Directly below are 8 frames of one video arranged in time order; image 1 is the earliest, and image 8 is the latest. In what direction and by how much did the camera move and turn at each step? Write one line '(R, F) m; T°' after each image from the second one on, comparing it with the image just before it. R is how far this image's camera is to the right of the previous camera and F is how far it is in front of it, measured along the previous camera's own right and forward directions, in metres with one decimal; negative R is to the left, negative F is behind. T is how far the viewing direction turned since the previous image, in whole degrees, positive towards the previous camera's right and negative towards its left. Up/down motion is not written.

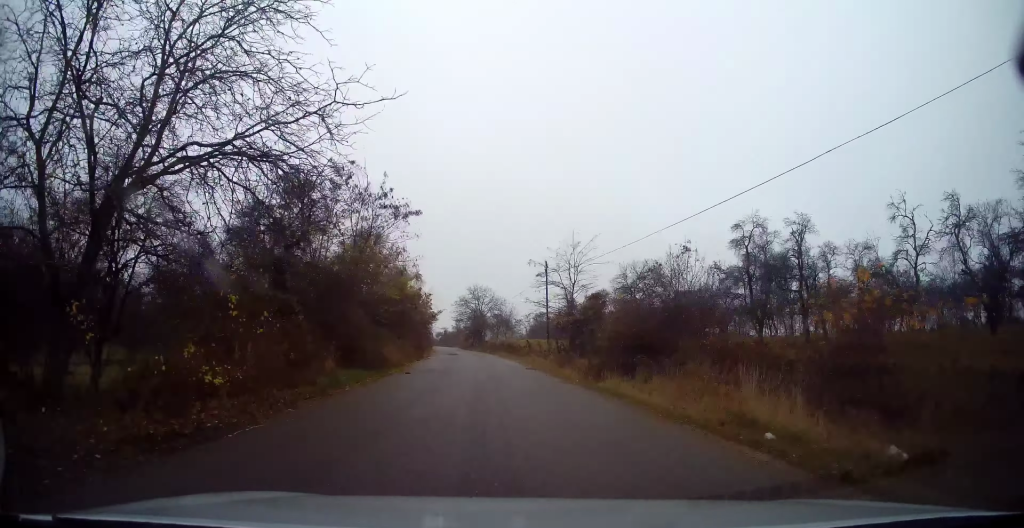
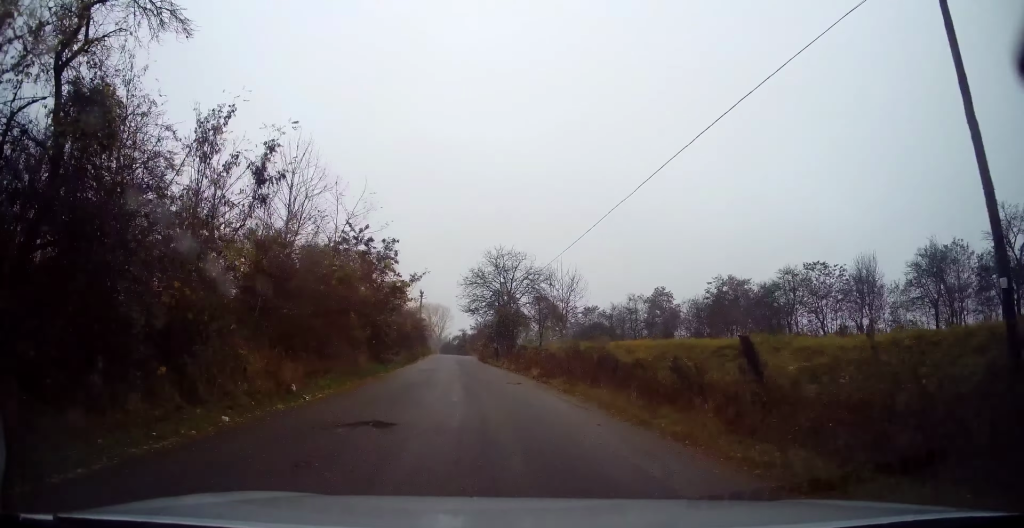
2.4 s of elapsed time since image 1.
(-1.3, +36.6) m; -4°
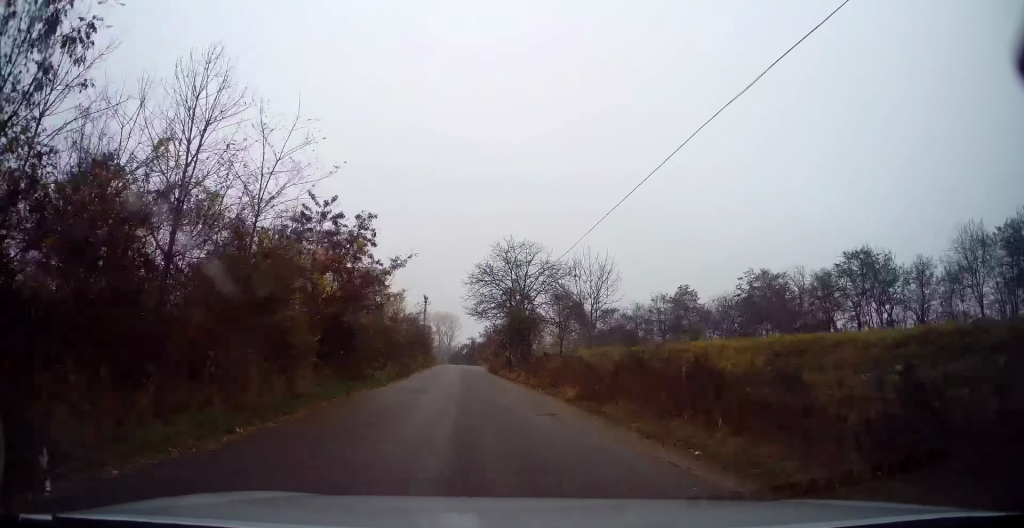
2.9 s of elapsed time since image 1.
(+0.1, +7.1) m; -1°
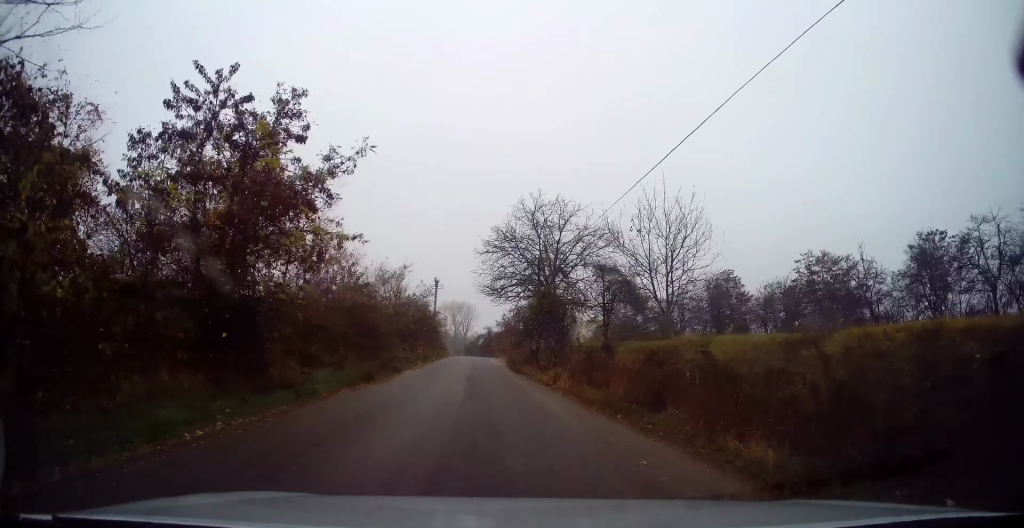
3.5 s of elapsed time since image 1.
(-0.1, +9.7) m; -1°
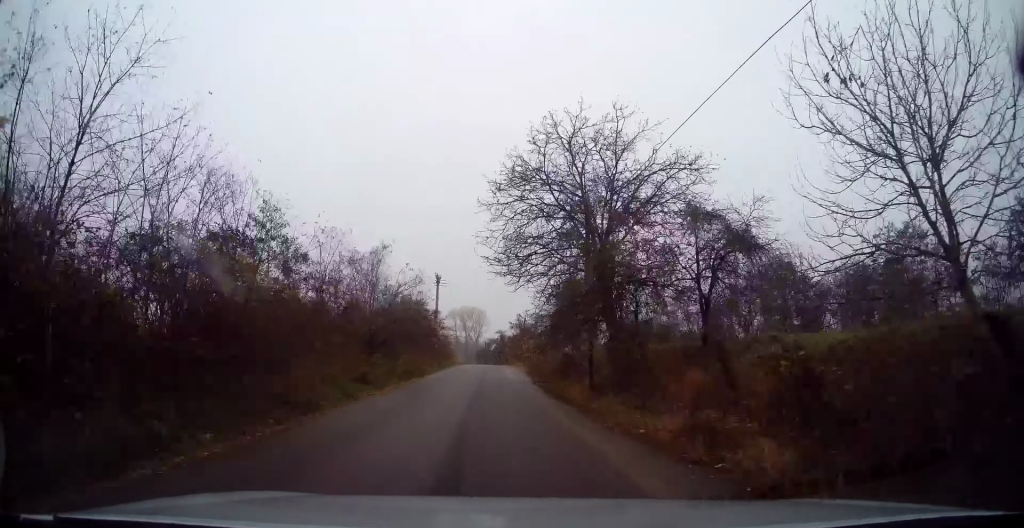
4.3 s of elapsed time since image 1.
(-0.3, +12.3) m; -1°
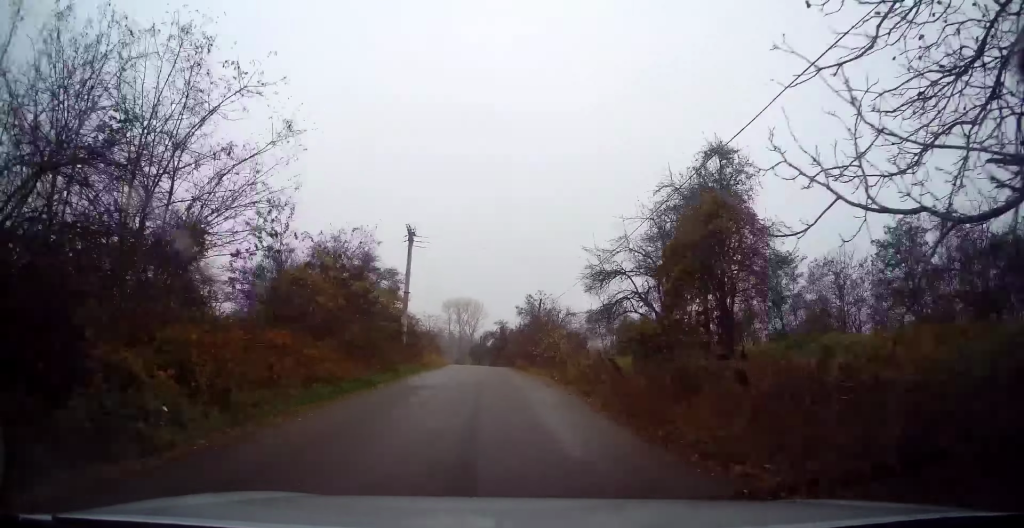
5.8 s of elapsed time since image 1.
(0.0, +22.2) m; +1°
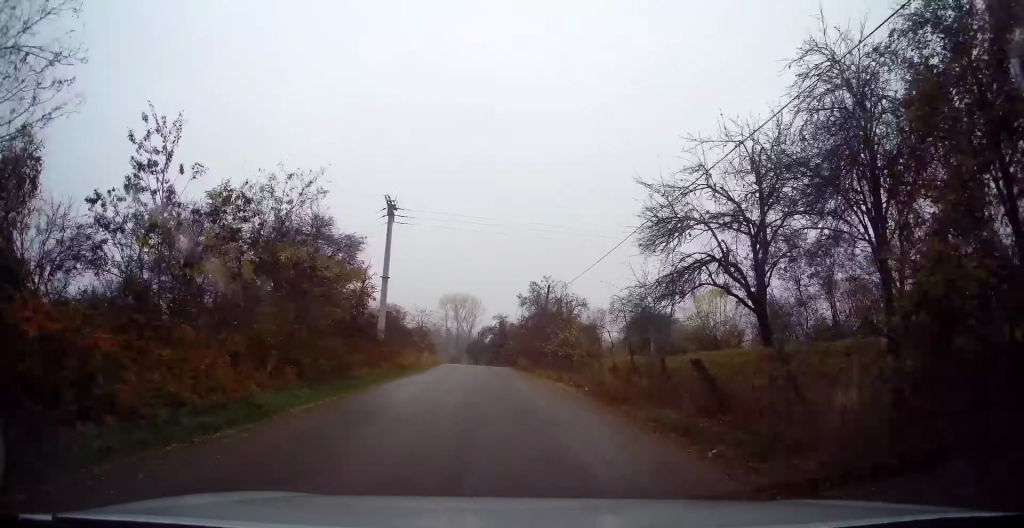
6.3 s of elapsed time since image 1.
(0.0, +7.9) m; 0°
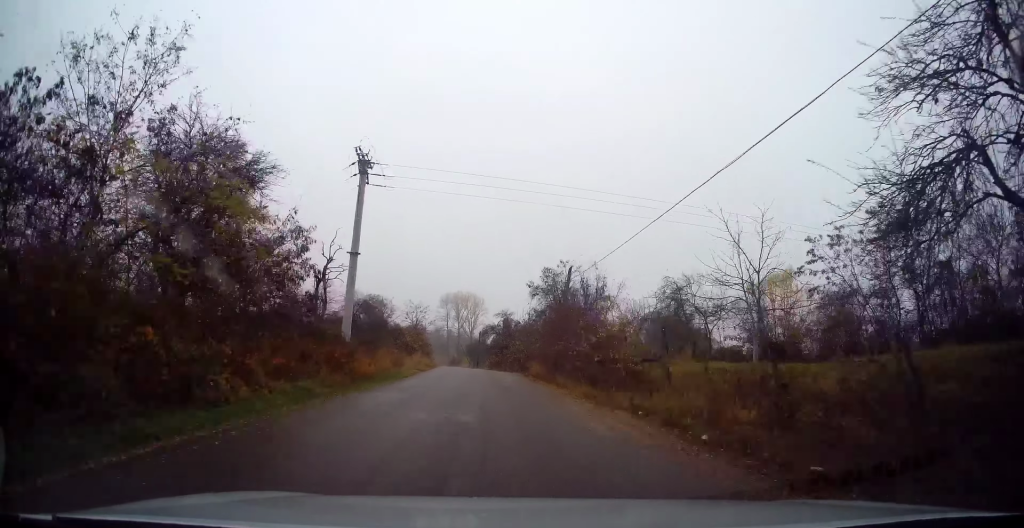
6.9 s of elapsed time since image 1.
(+0.1, +8.8) m; 0°
